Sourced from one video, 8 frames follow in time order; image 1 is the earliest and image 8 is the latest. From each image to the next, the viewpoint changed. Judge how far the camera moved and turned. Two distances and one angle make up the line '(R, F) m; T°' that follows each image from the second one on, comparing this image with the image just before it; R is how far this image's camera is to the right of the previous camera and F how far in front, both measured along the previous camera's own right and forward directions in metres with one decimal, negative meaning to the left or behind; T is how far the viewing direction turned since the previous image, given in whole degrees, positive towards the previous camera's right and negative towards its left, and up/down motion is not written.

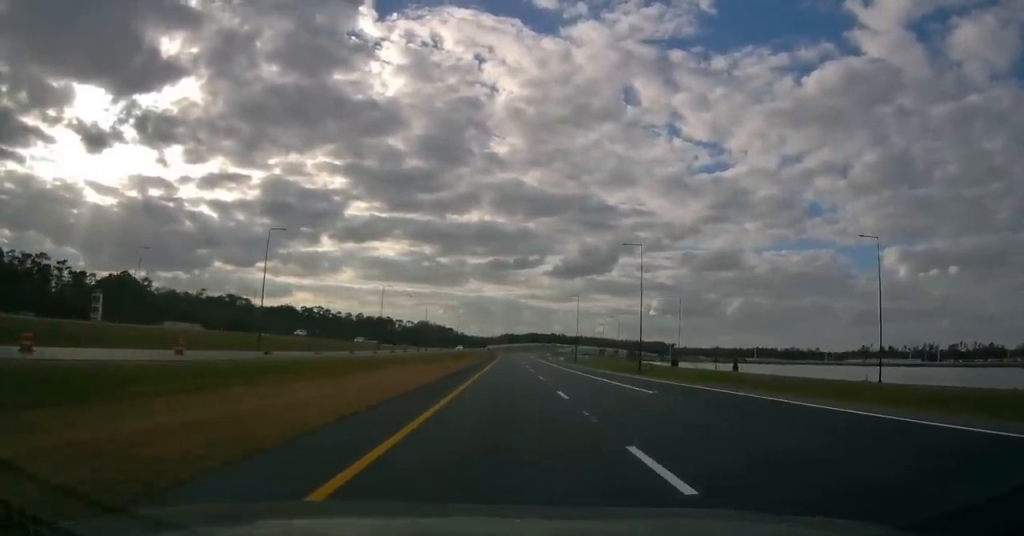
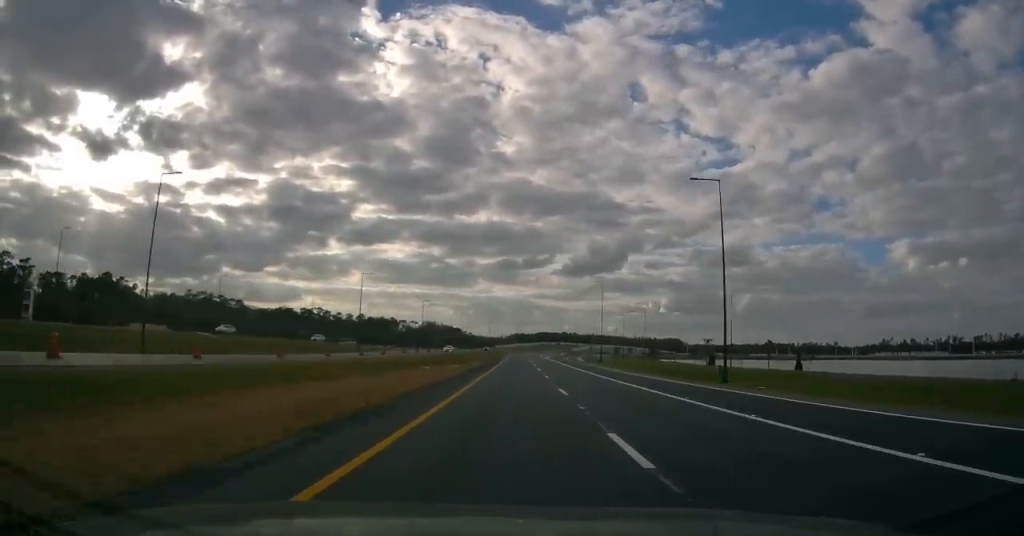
(-0.1, +23.3) m; -1°
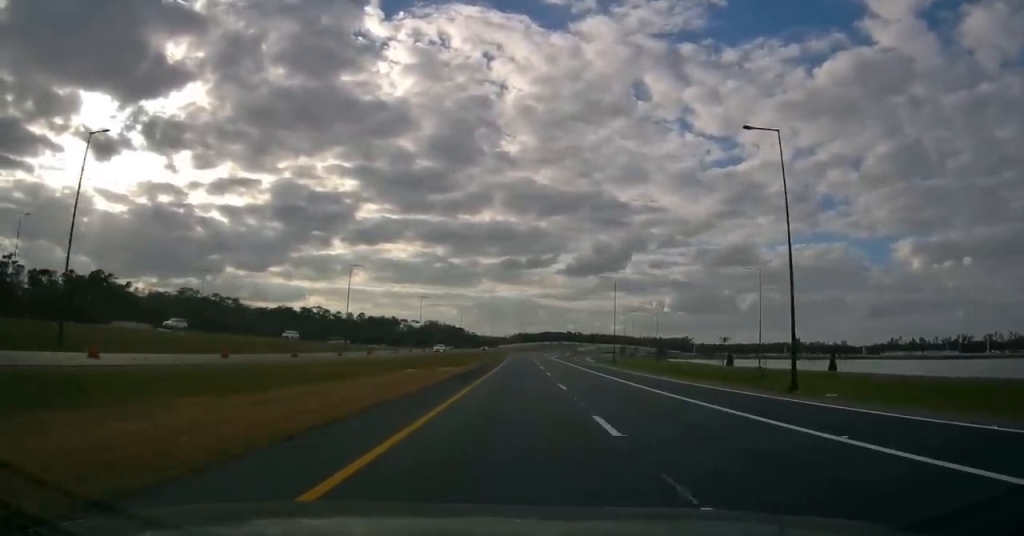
(0.0, +9.6) m; -1°
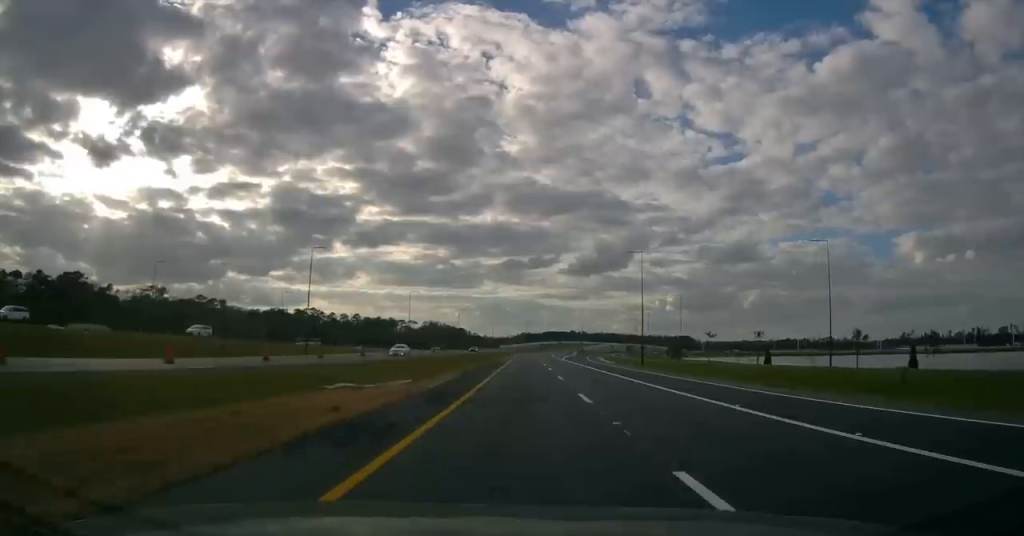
(-0.3, +18.3) m; 0°
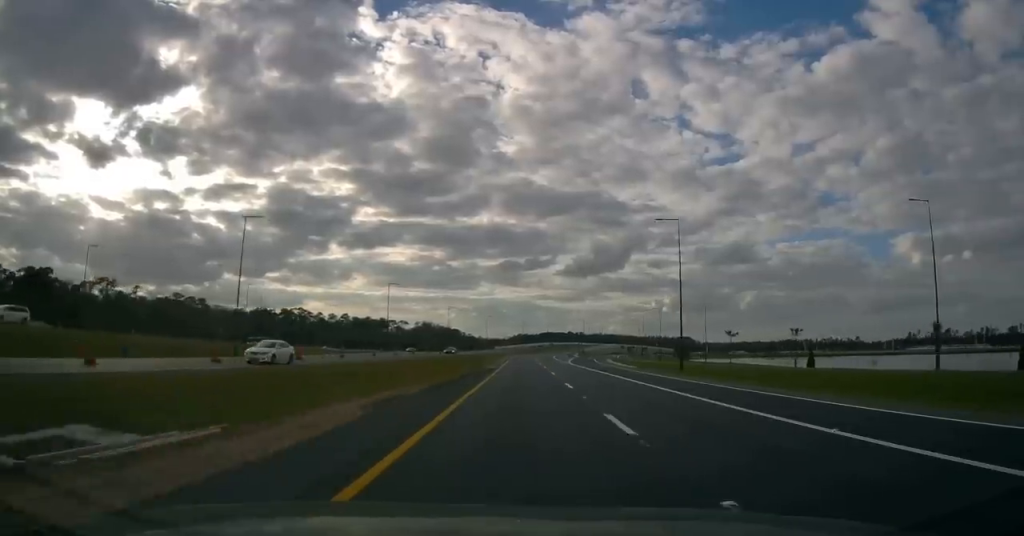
(+0.2, +18.3) m; +1°
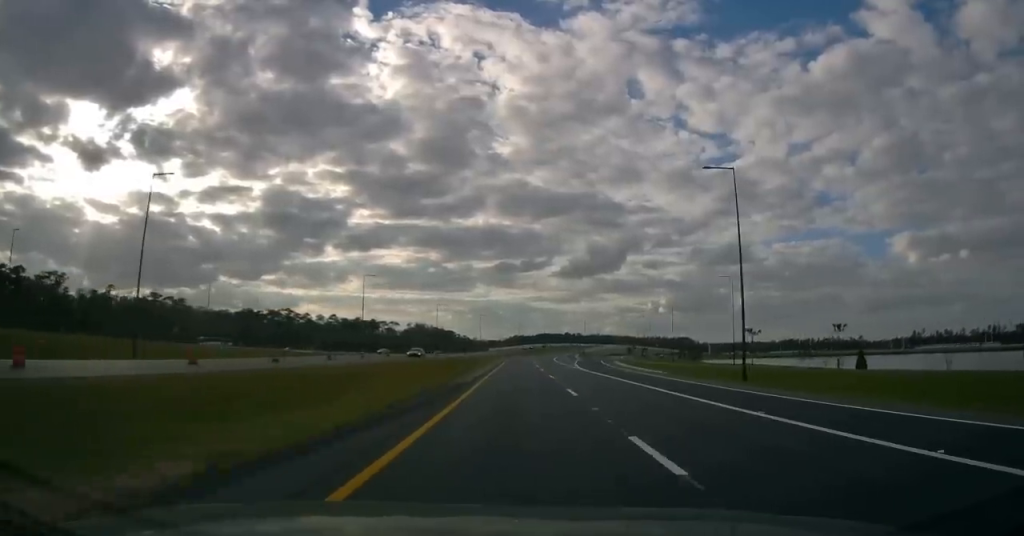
(+0.1, +15.6) m; 0°
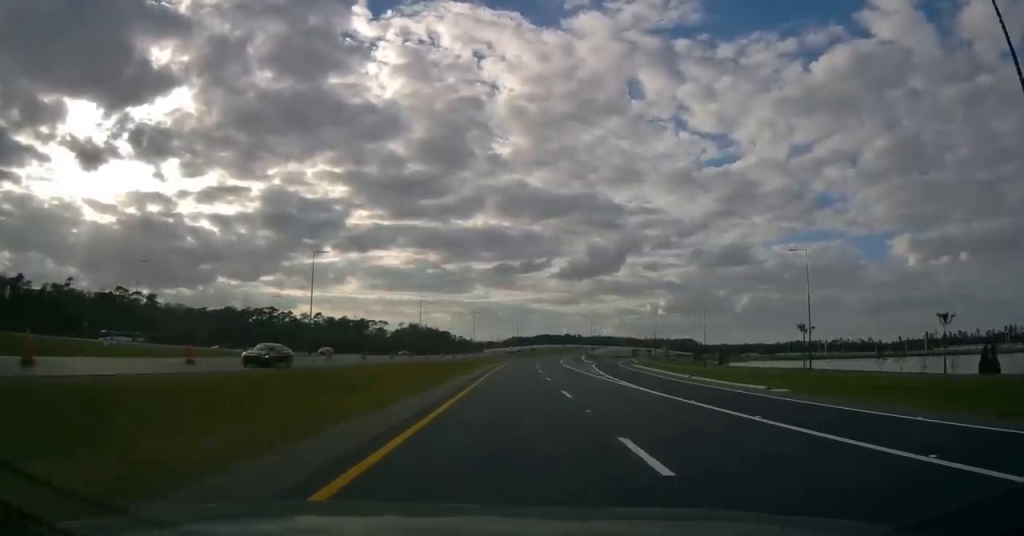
(0.0, +24.3) m; 0°
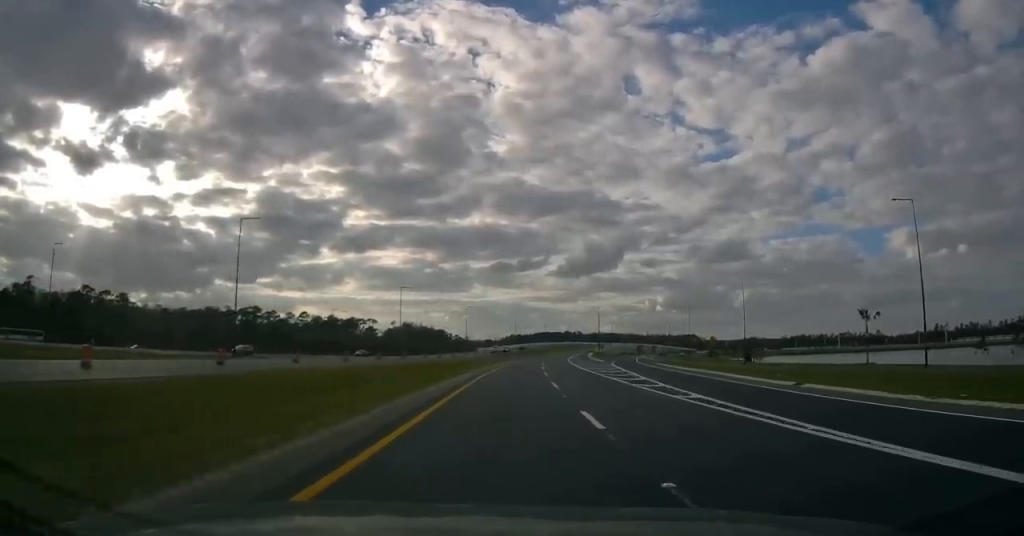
(+0.2, +20.4) m; 0°
